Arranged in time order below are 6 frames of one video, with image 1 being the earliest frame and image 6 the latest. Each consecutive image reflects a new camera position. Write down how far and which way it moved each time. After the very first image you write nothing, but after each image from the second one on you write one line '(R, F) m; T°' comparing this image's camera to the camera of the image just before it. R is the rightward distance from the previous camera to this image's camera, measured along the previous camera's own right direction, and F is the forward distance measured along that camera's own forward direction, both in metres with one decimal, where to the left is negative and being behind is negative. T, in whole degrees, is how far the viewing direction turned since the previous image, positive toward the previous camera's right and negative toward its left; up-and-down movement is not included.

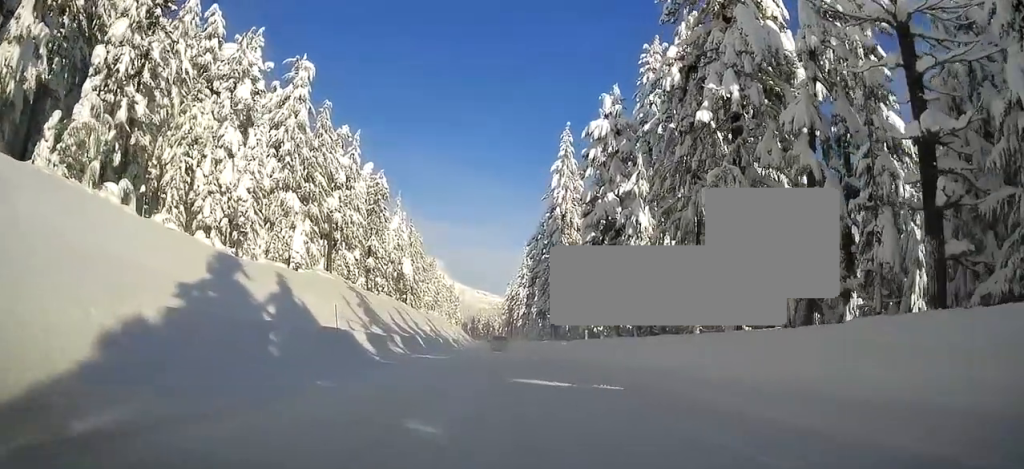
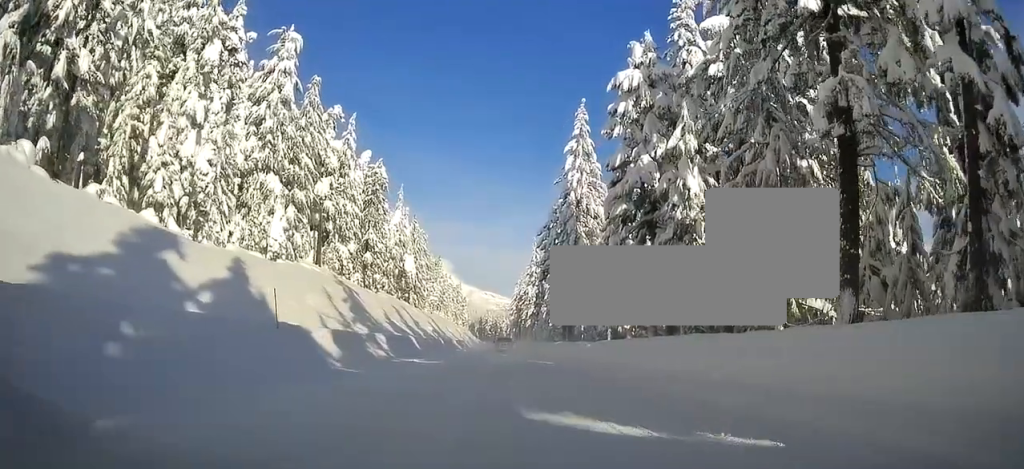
(+0.1, +9.7) m; +1°
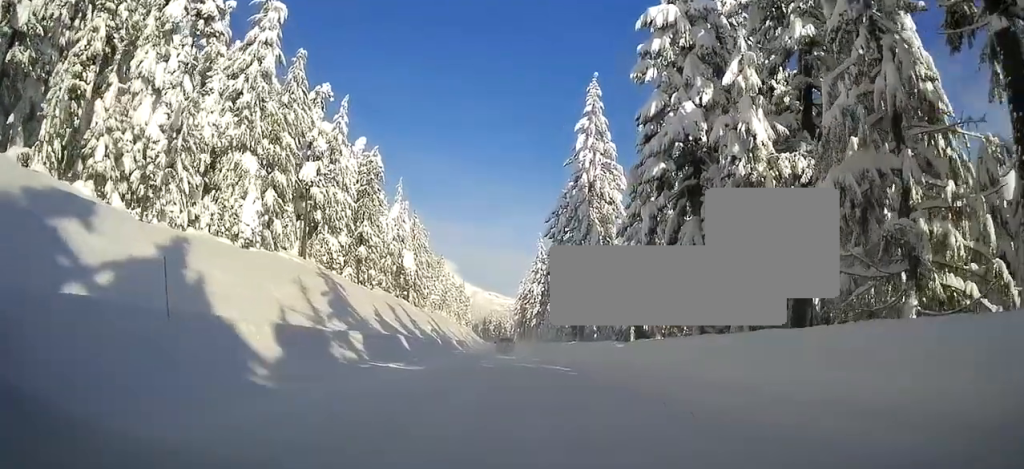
(+0.1, +8.3) m; -1°
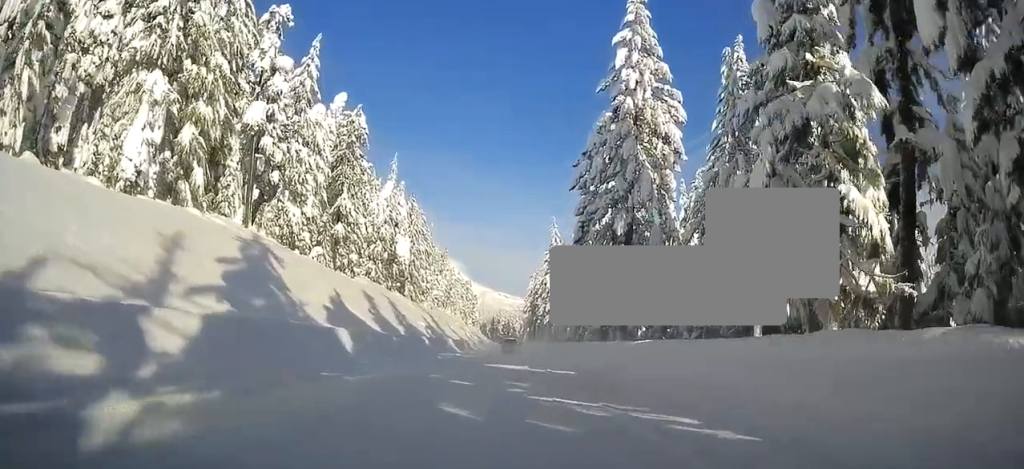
(-1.2, +20.4) m; -4°
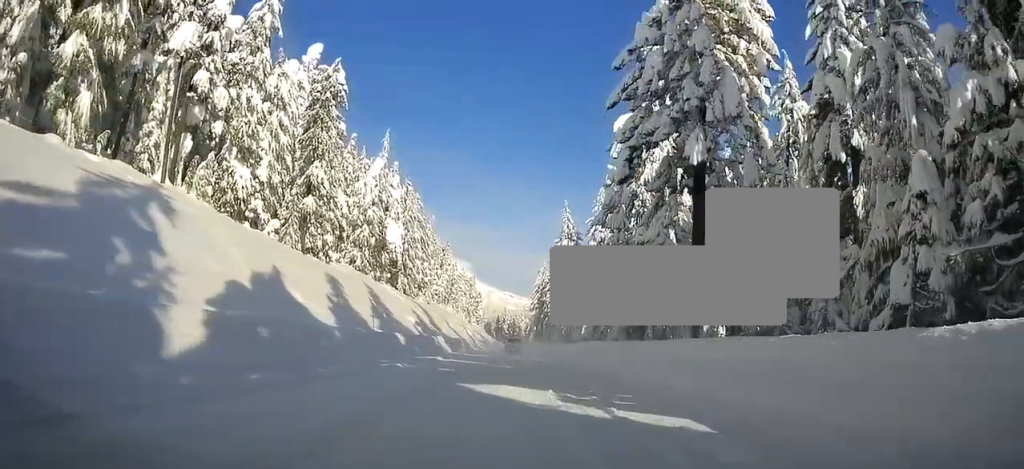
(+0.4, +16.8) m; +2°
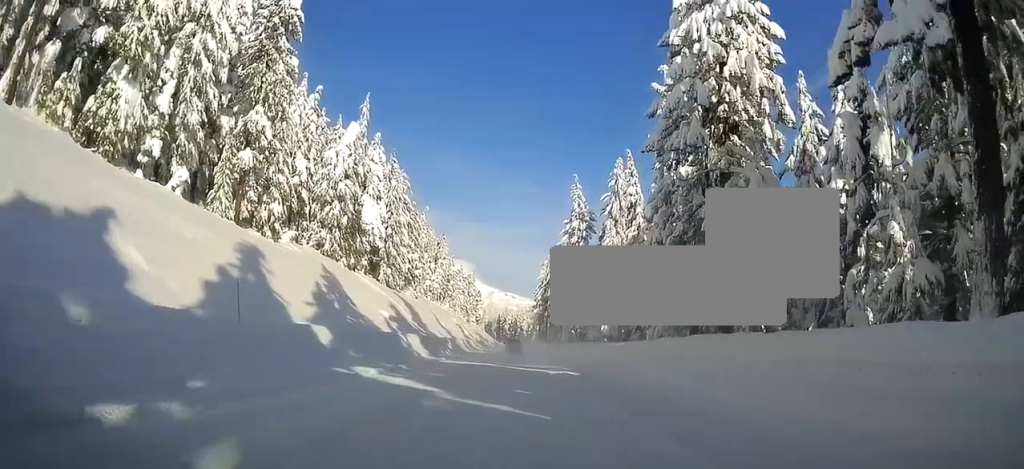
(0.0, +20.2) m; +1°
